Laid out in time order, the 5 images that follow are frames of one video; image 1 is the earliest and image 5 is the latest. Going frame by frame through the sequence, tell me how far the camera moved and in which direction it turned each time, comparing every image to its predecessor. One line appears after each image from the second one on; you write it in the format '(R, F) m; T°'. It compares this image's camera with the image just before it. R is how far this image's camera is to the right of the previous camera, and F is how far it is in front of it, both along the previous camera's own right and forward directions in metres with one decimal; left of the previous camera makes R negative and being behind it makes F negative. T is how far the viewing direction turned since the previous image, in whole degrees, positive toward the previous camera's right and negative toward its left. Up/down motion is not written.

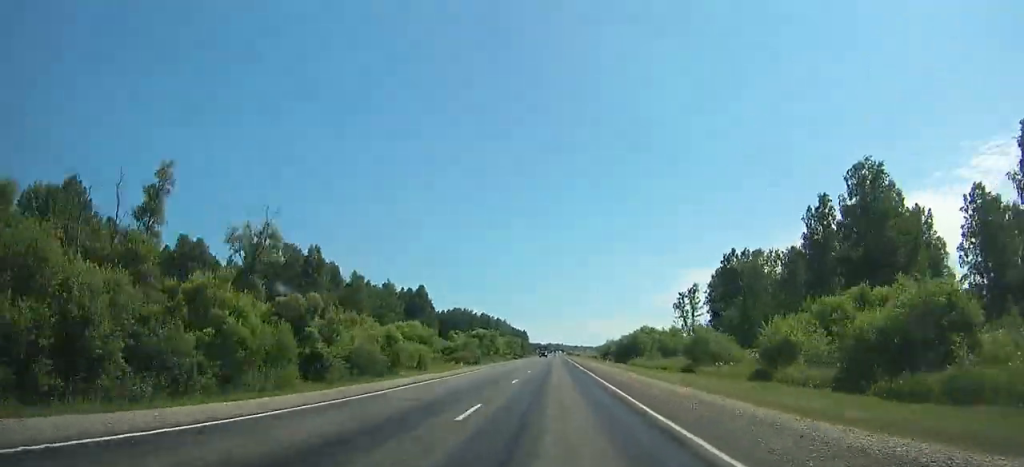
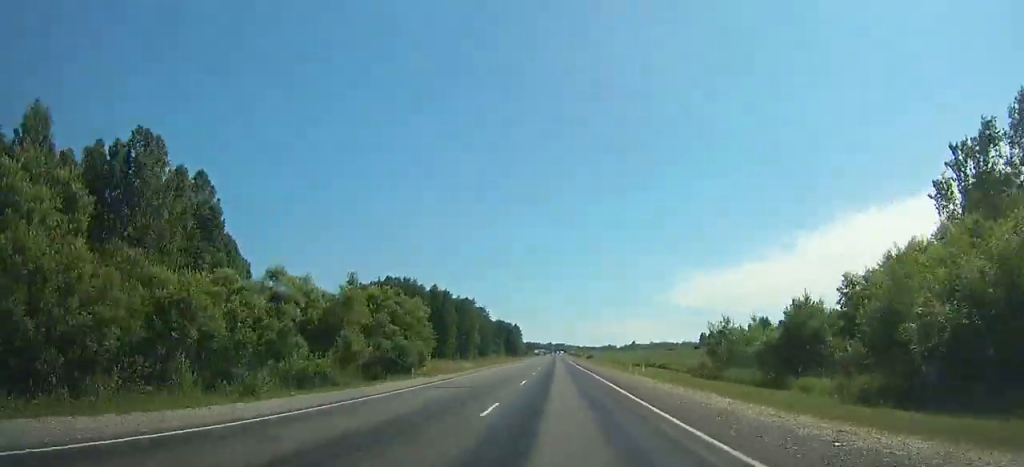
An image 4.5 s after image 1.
(-0.5, +119.3) m; 0°
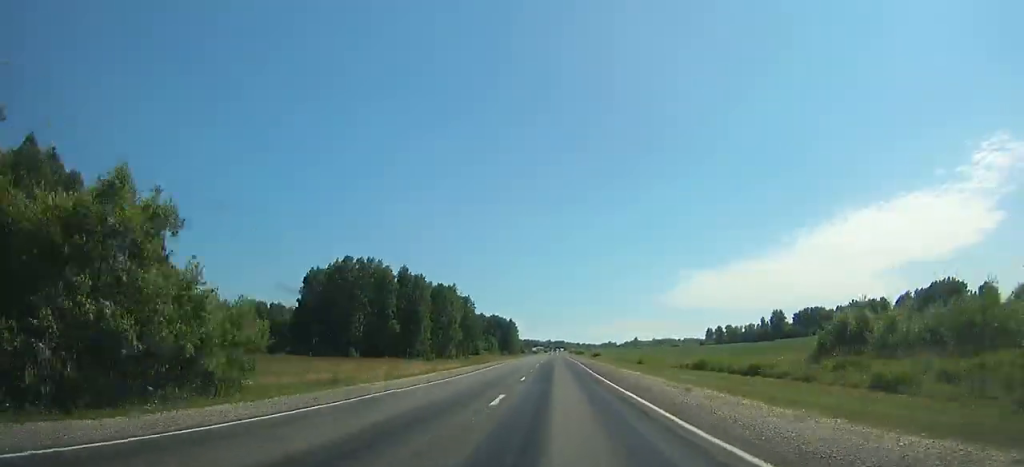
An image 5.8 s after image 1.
(0.0, +34.1) m; 0°
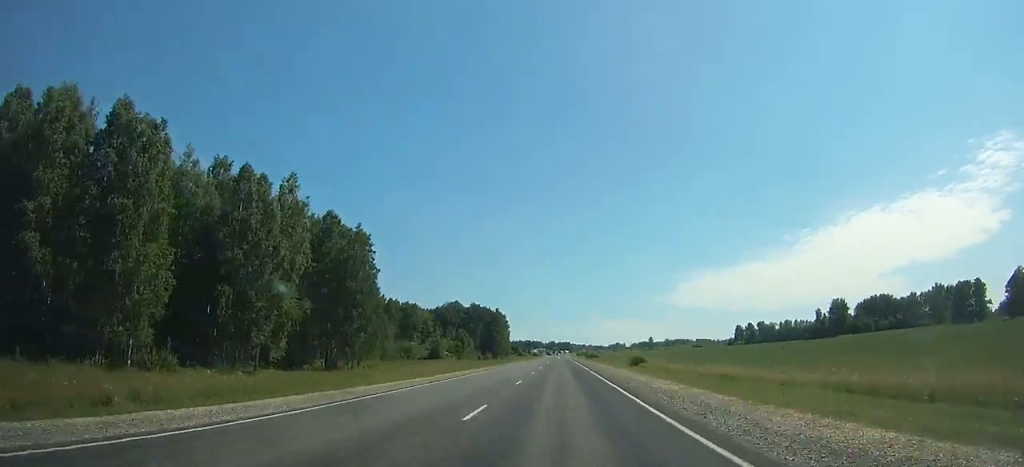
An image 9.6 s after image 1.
(-0.2, +99.1) m; 0°
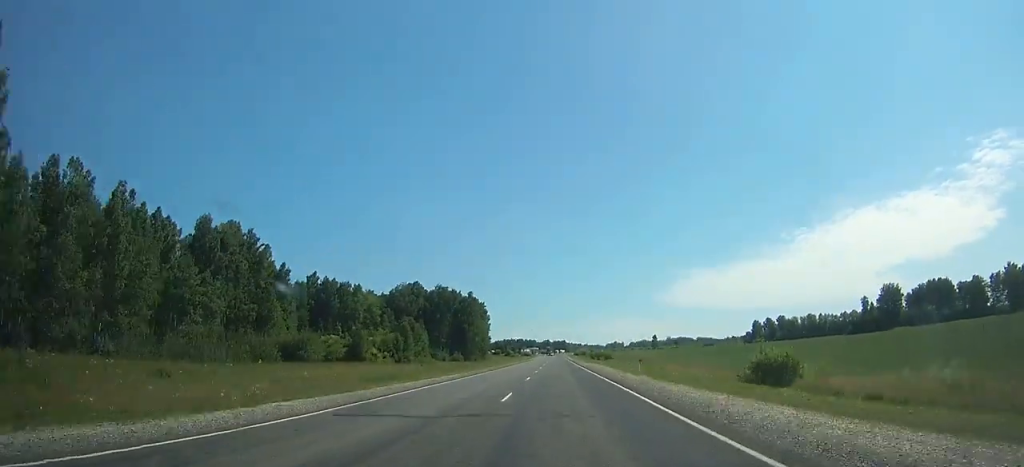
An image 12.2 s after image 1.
(0.0, +67.9) m; 0°
